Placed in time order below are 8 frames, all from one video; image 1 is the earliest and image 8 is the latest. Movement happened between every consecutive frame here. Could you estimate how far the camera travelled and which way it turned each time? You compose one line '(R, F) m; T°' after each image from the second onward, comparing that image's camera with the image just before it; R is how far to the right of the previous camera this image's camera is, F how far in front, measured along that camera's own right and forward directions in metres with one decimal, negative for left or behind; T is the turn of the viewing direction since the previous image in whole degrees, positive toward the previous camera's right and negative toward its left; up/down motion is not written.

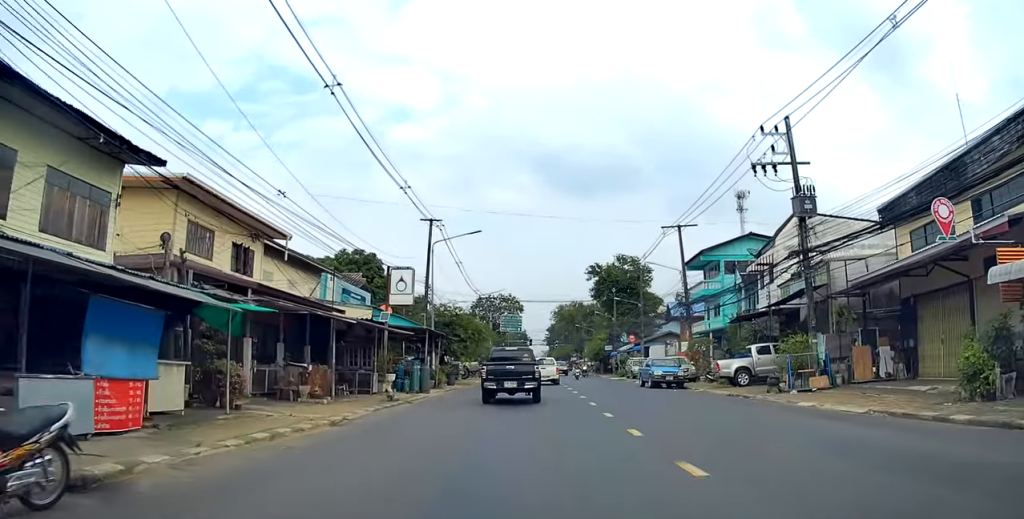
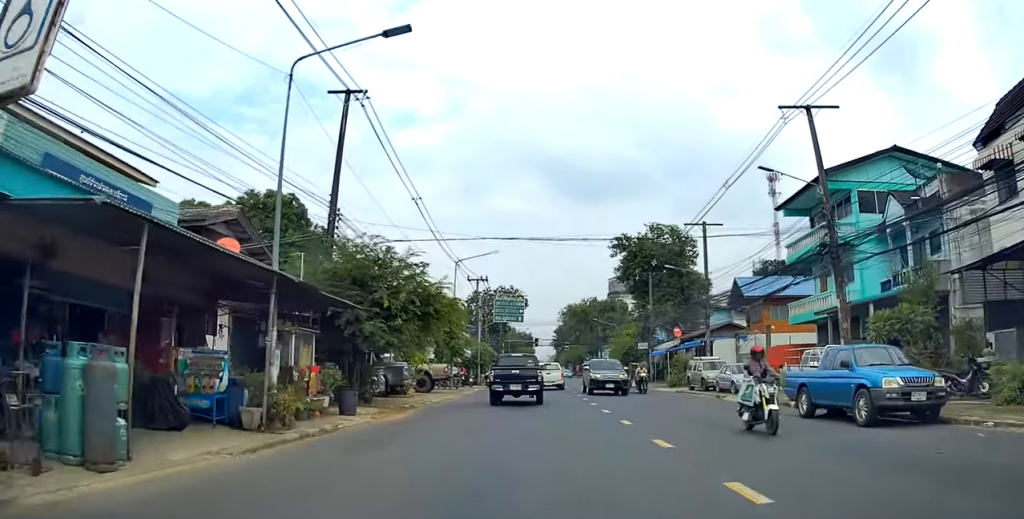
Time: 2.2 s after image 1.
(-0.3, +20.5) m; -1°
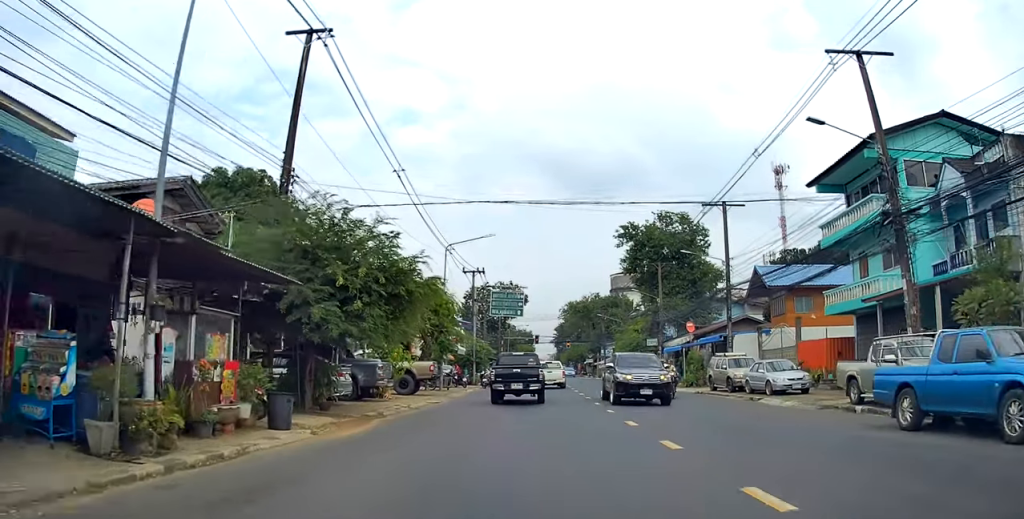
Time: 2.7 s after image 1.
(0.0, +3.9) m; 0°
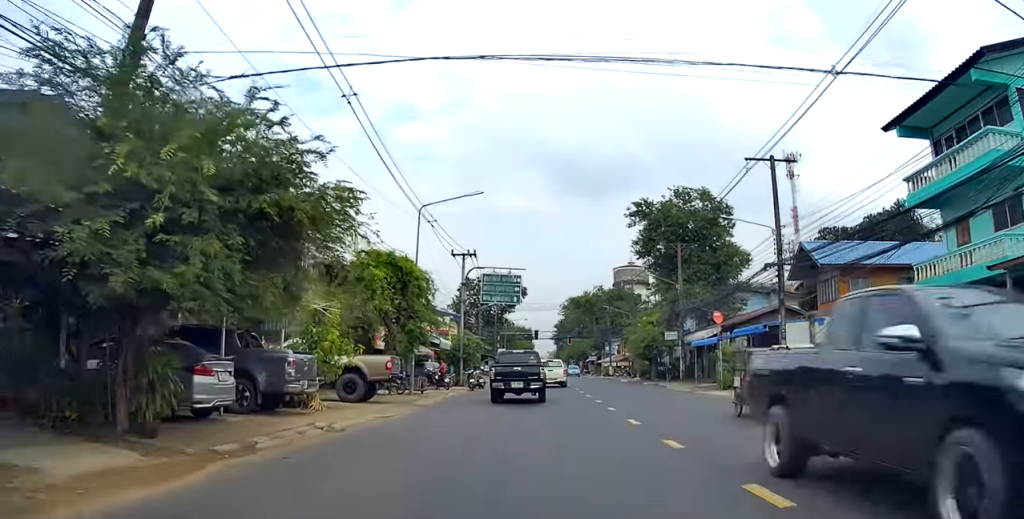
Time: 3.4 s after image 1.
(0.0, +7.4) m; -1°
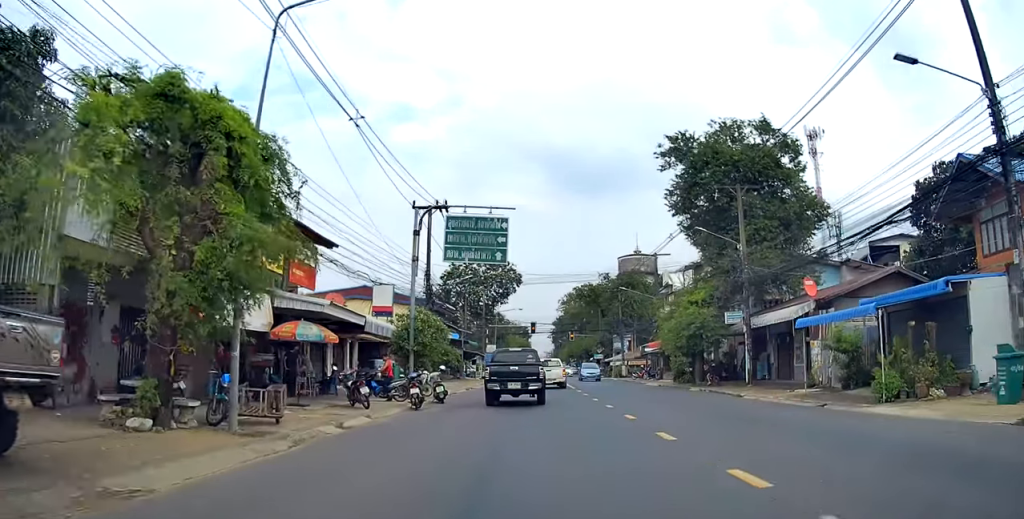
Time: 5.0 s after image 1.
(-0.2, +15.2) m; -1°
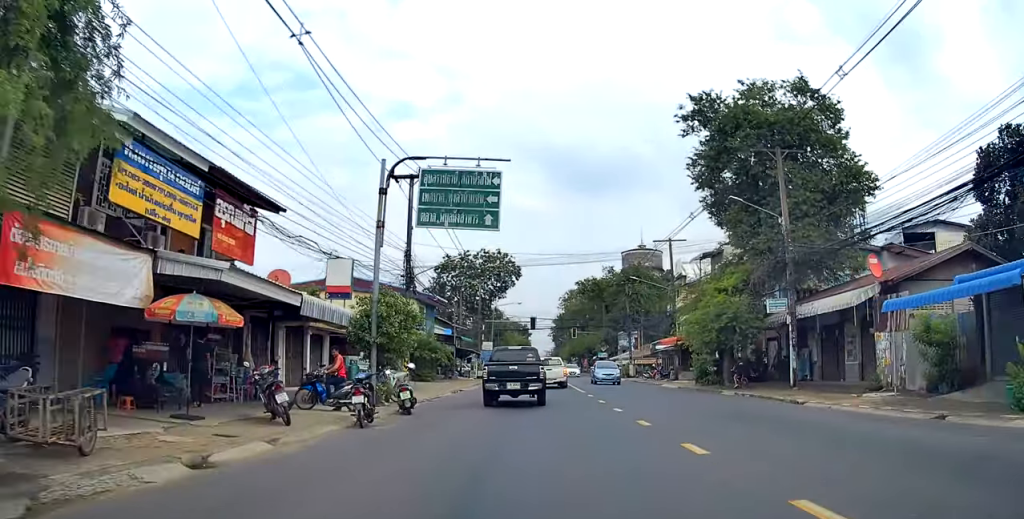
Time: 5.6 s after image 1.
(0.0, +5.8) m; 0°
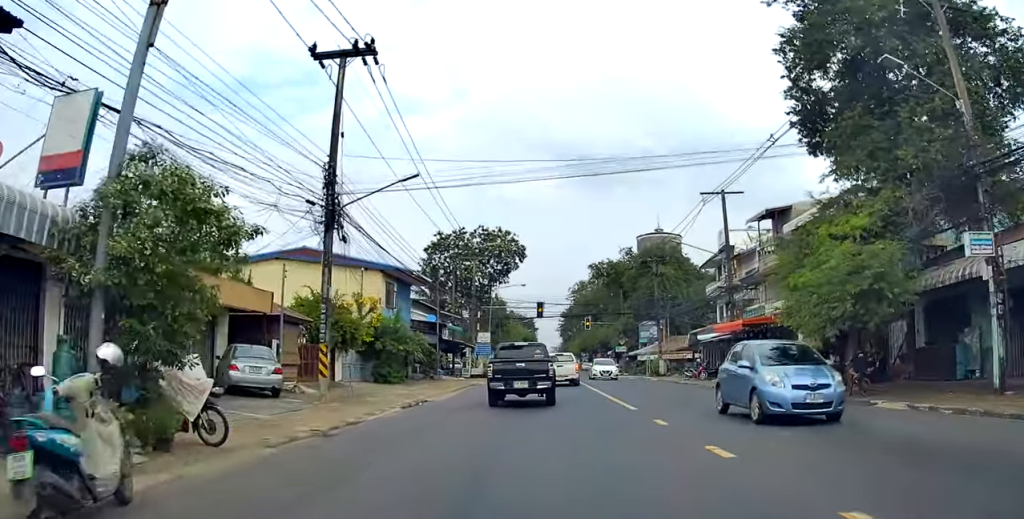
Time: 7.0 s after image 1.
(+0.1, +12.9) m; +1°
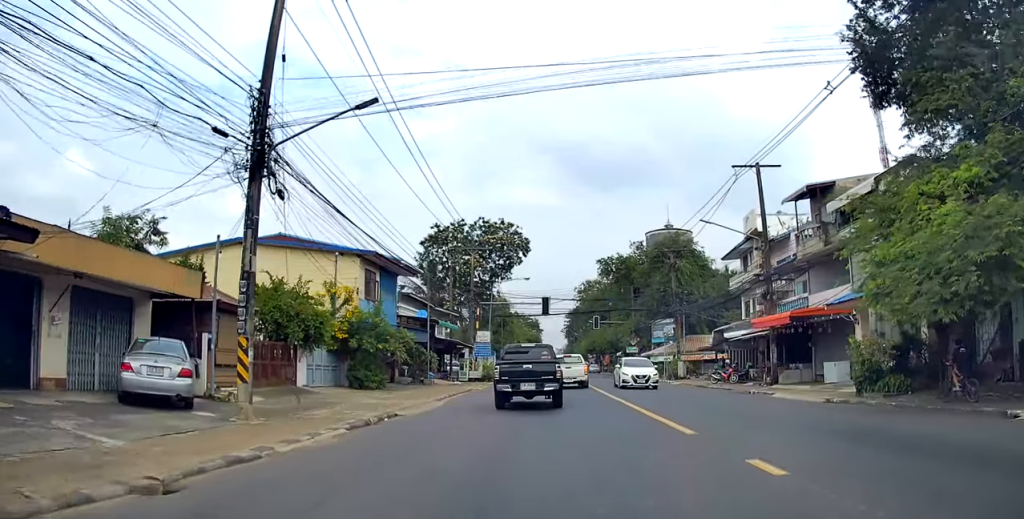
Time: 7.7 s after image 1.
(0.0, +5.6) m; 0°
